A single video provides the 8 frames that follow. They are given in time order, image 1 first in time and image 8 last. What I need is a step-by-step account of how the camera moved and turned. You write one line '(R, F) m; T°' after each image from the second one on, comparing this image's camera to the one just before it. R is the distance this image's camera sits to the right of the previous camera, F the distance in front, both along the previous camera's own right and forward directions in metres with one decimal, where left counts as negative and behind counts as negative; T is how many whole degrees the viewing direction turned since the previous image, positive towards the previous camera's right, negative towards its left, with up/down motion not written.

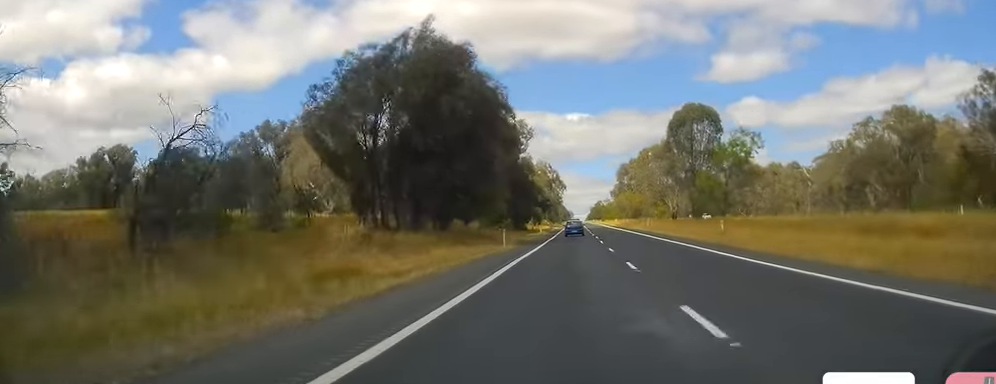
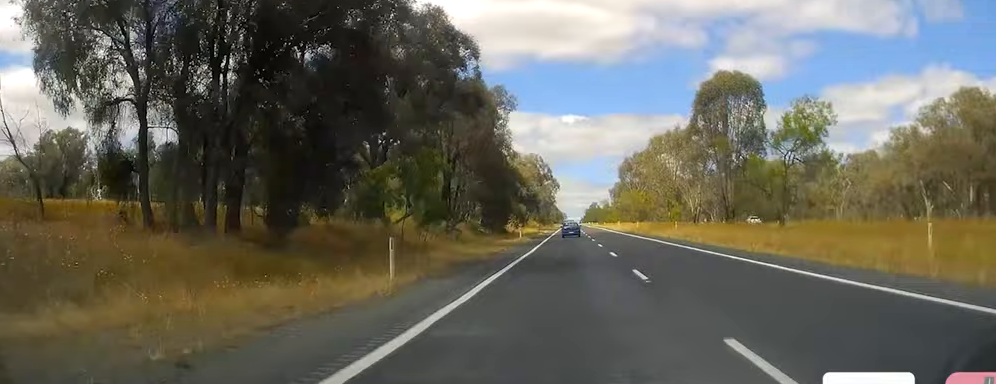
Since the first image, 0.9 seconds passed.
(+0.4, +26.8) m; 0°
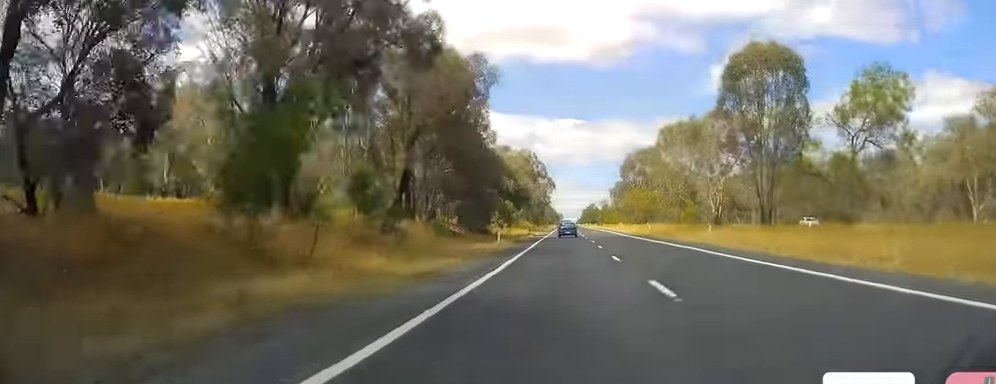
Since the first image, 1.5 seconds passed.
(-0.2, +16.2) m; 0°
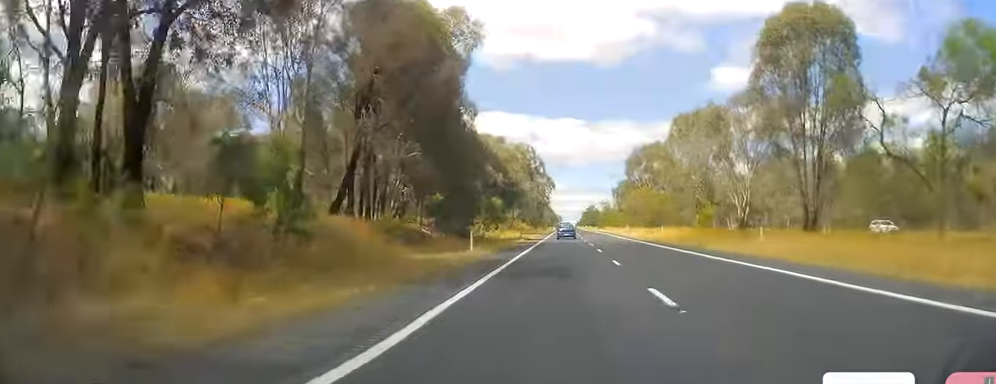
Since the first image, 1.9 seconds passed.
(-0.1, +12.4) m; 0°
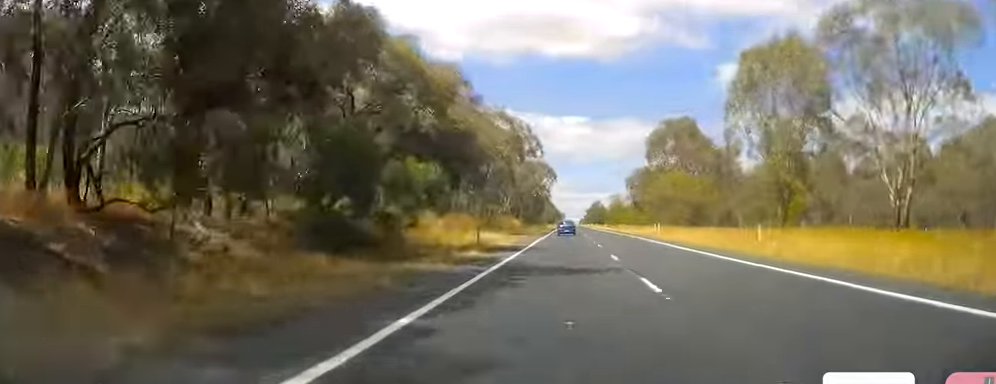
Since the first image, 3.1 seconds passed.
(+0.4, +33.2) m; +1°
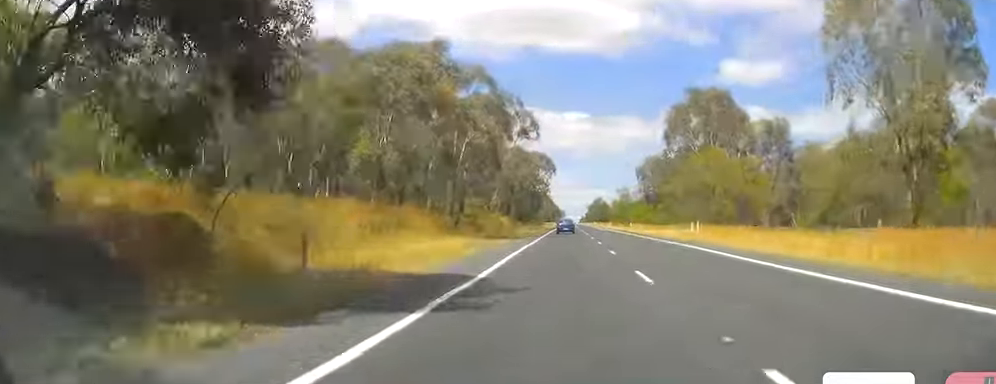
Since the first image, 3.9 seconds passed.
(+0.4, +21.9) m; 0°
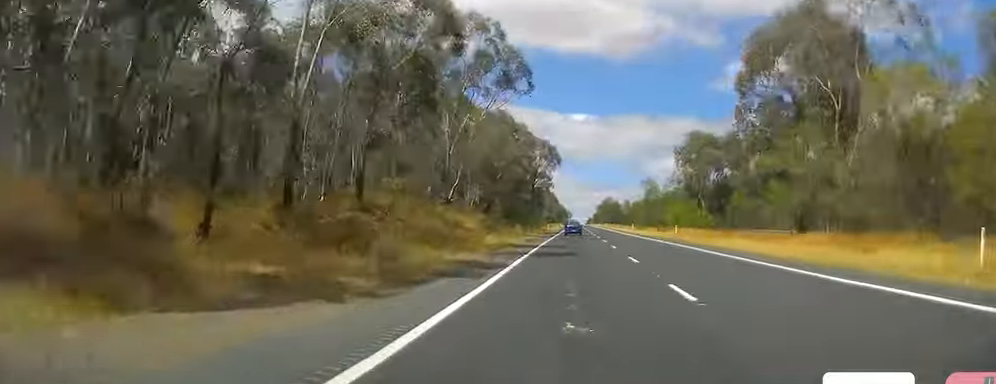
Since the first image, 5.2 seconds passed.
(-0.6, +38.1) m; 0°
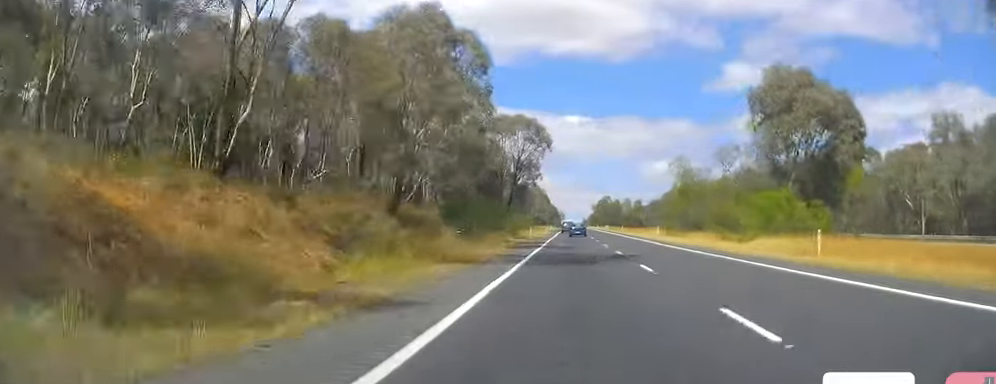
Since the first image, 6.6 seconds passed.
(+0.1, +38.9) m; 0°
